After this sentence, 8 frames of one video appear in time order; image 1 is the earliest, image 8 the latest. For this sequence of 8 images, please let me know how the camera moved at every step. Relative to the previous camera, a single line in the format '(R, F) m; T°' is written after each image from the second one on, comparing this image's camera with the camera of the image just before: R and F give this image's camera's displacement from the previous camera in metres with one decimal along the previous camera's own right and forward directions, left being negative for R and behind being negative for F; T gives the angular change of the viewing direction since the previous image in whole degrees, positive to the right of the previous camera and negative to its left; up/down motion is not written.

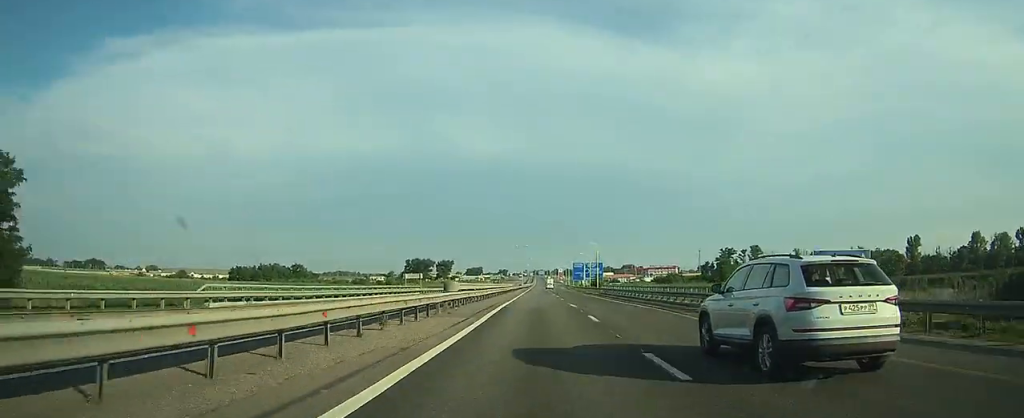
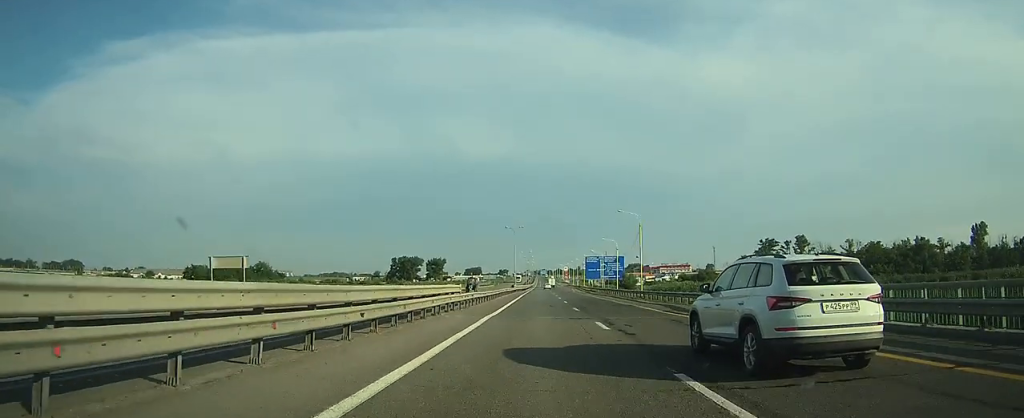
(+0.2, +54.9) m; +1°
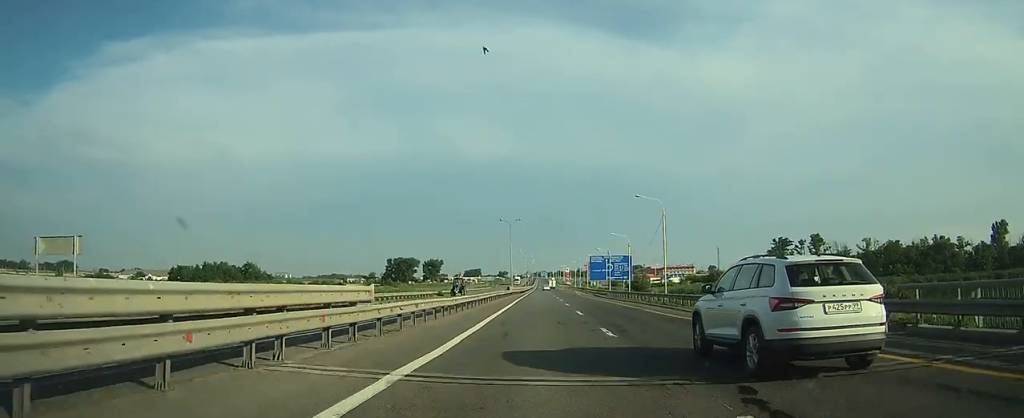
(+0.1, +14.7) m; 0°
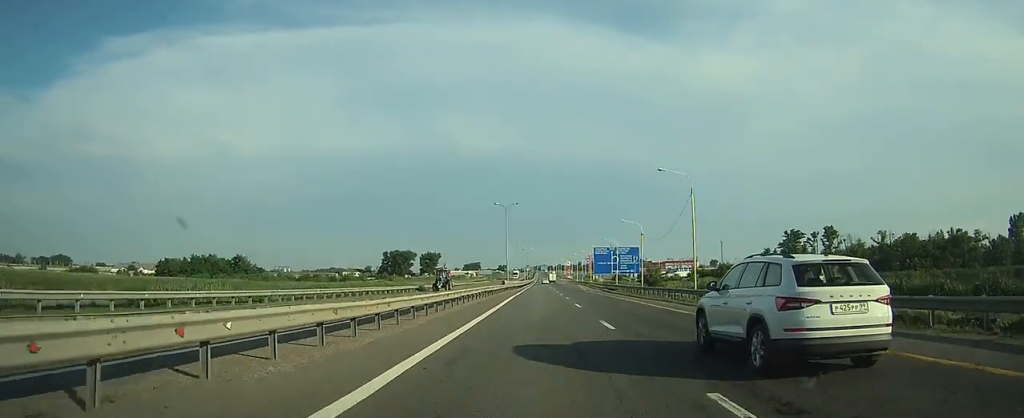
(0.0, +11.9) m; 0°
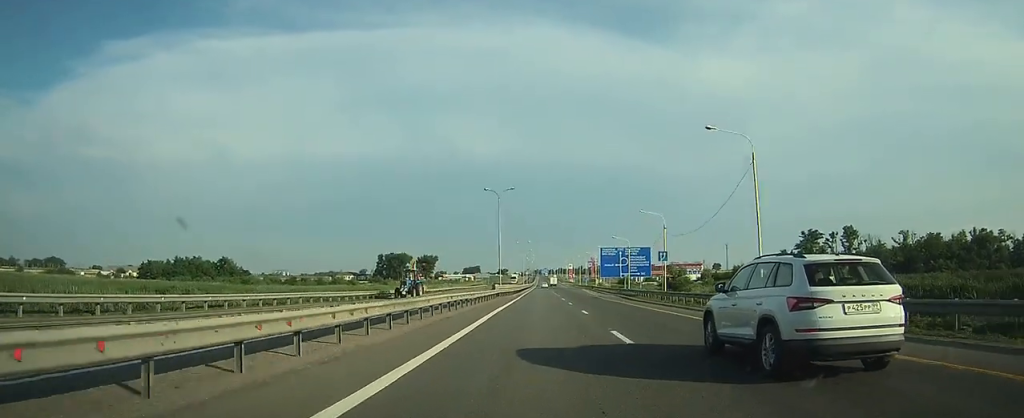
(0.0, +15.3) m; 0°
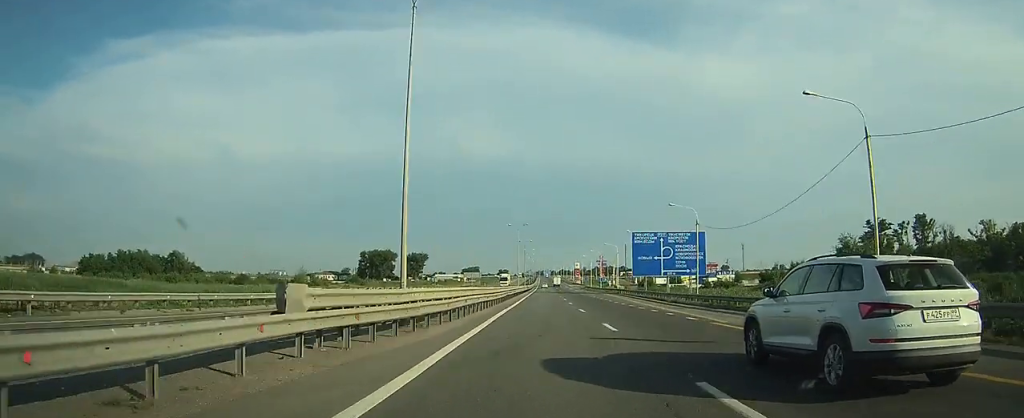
(+0.1, +43.6) m; 0°
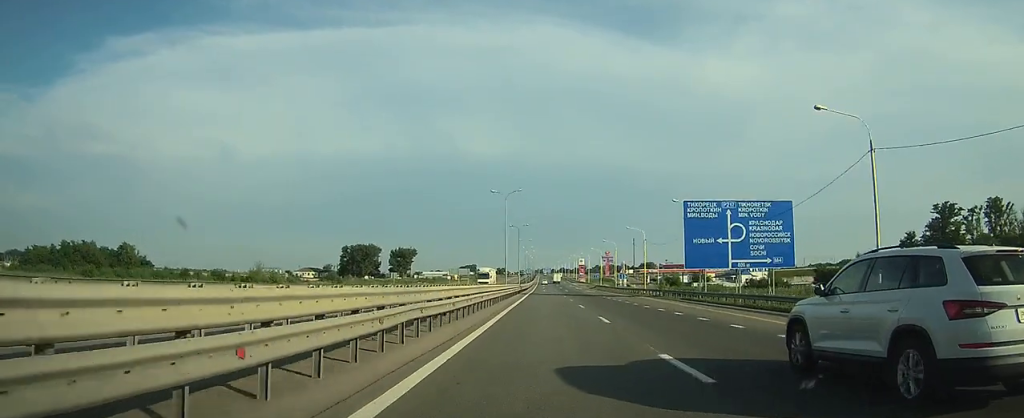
(-0.3, +31.0) m; -1°
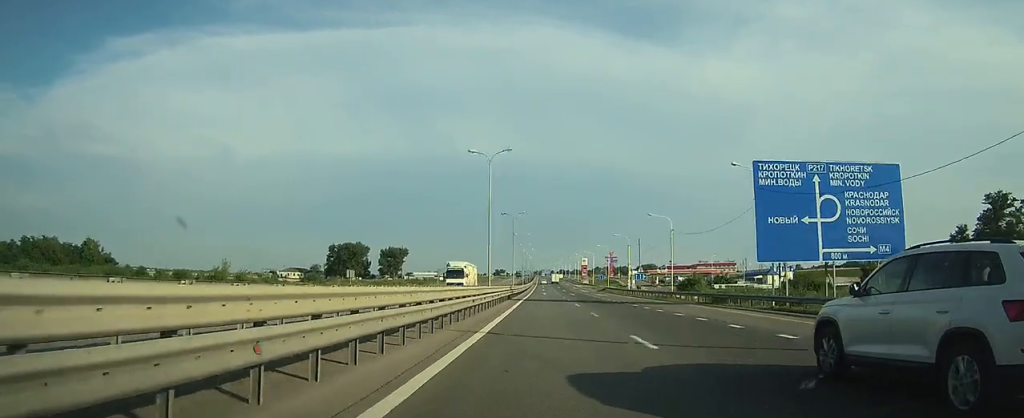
(0.0, +17.9) m; 0°
